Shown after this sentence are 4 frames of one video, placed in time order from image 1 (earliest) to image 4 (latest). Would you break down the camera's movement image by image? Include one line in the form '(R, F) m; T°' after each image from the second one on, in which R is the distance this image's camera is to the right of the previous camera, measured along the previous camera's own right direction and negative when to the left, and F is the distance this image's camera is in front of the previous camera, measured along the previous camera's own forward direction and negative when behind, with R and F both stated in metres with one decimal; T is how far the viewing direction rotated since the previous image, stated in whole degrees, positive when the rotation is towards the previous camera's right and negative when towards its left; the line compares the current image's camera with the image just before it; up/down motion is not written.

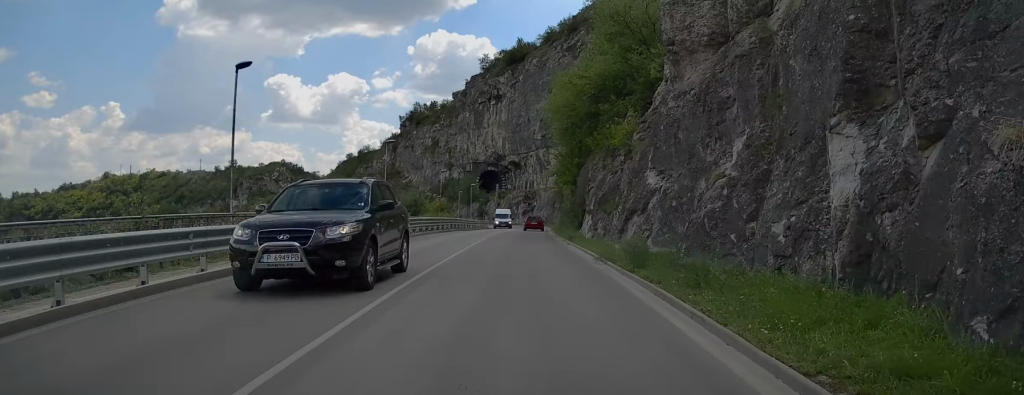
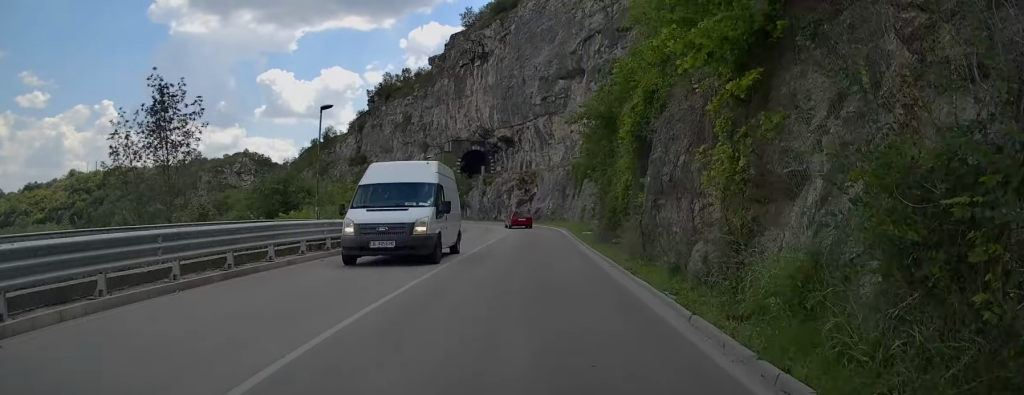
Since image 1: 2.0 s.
(-0.3, +33.0) m; 0°
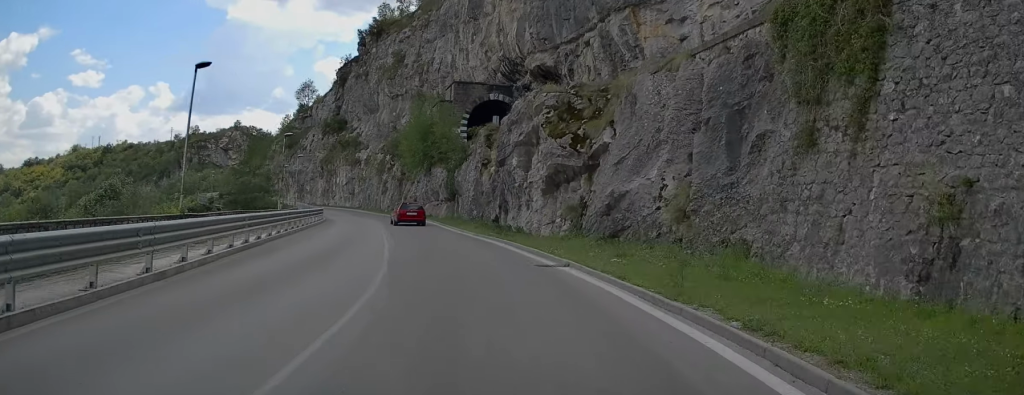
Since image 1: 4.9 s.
(-0.9, +48.1) m; -6°
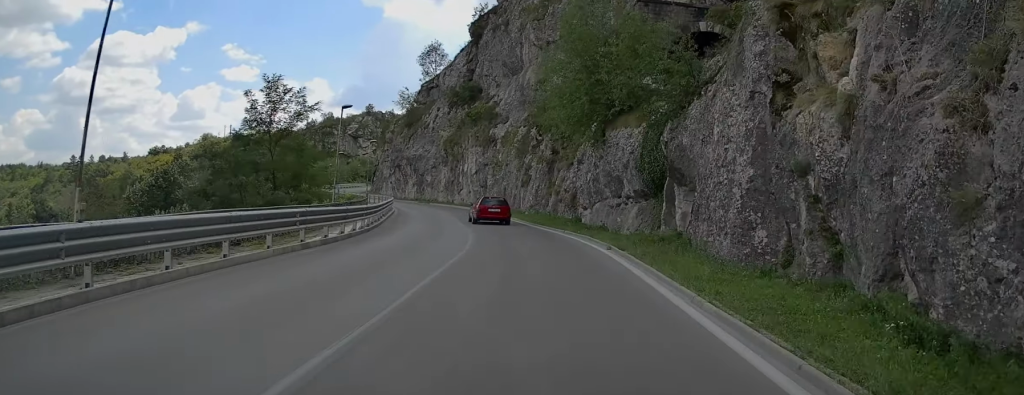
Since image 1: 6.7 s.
(-2.5, +27.9) m; -10°
